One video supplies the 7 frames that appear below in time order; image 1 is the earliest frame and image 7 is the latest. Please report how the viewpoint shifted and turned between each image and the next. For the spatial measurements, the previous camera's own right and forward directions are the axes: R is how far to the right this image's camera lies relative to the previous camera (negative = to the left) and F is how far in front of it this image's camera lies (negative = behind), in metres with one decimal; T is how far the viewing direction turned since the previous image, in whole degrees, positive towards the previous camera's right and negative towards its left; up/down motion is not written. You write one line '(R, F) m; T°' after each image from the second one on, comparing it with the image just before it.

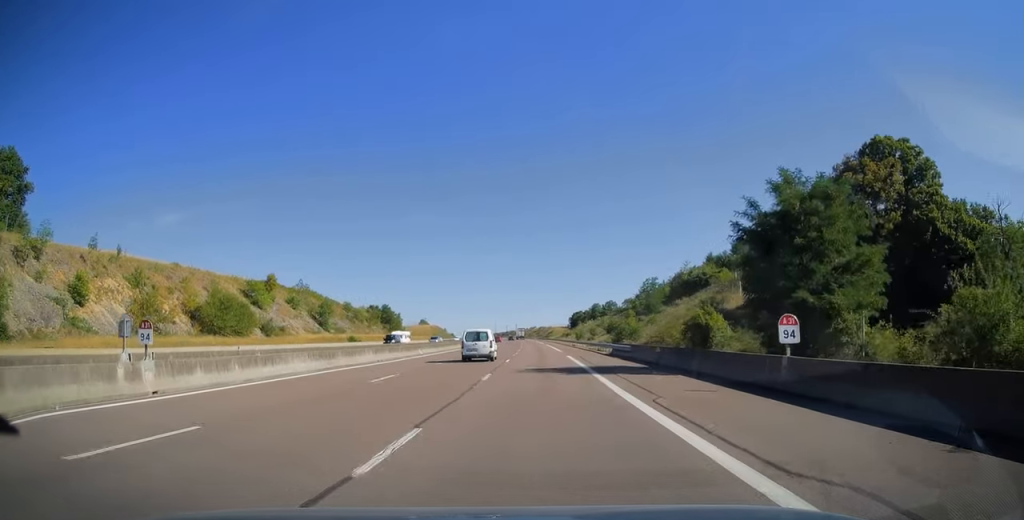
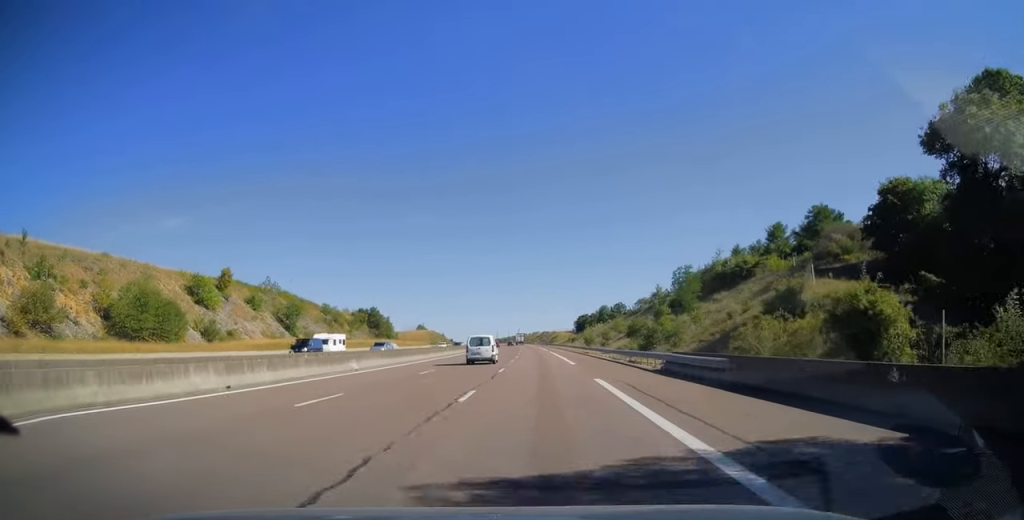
(0.0, +19.0) m; 0°
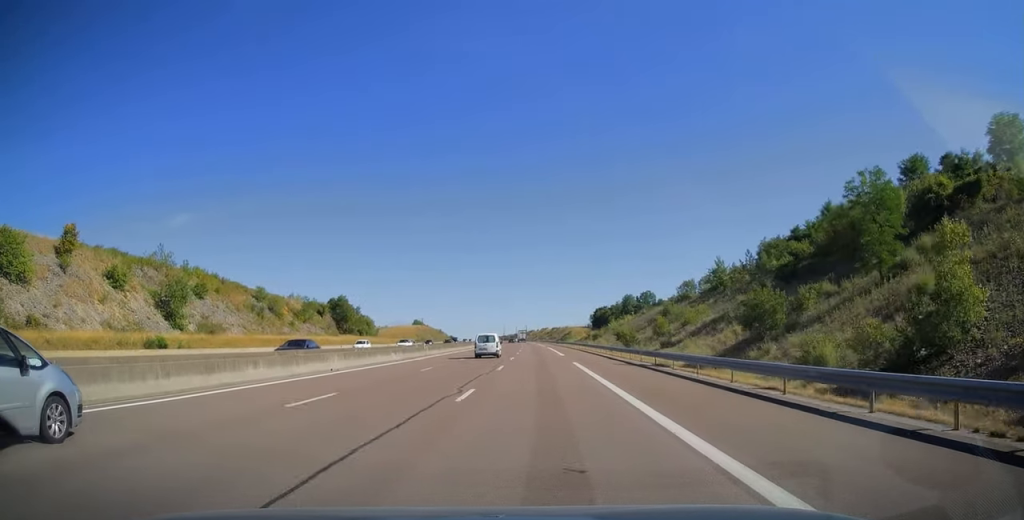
(-0.3, +40.4) m; -1°
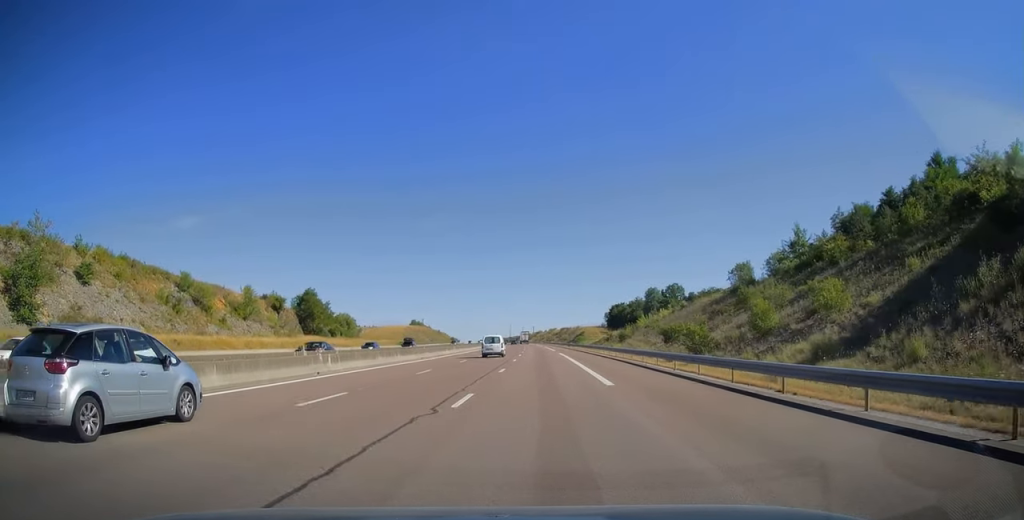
(-0.1, +27.6) m; -1°
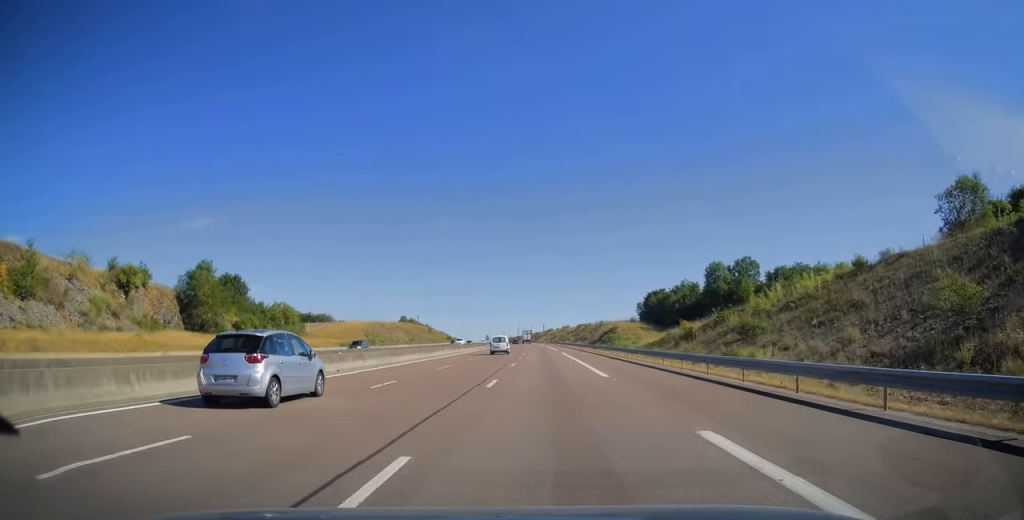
(-0.5, +48.1) m; -1°
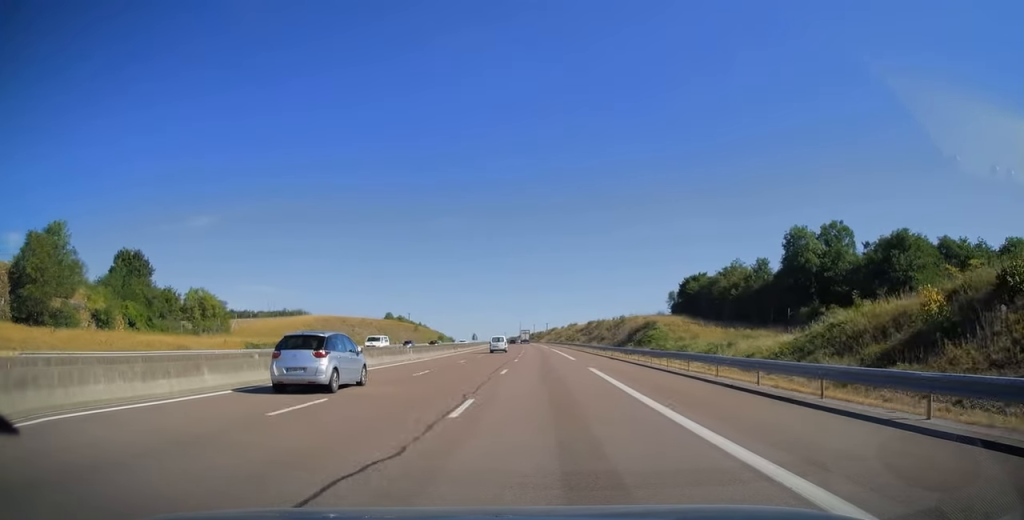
(-0.1, +33.3) m; -1°
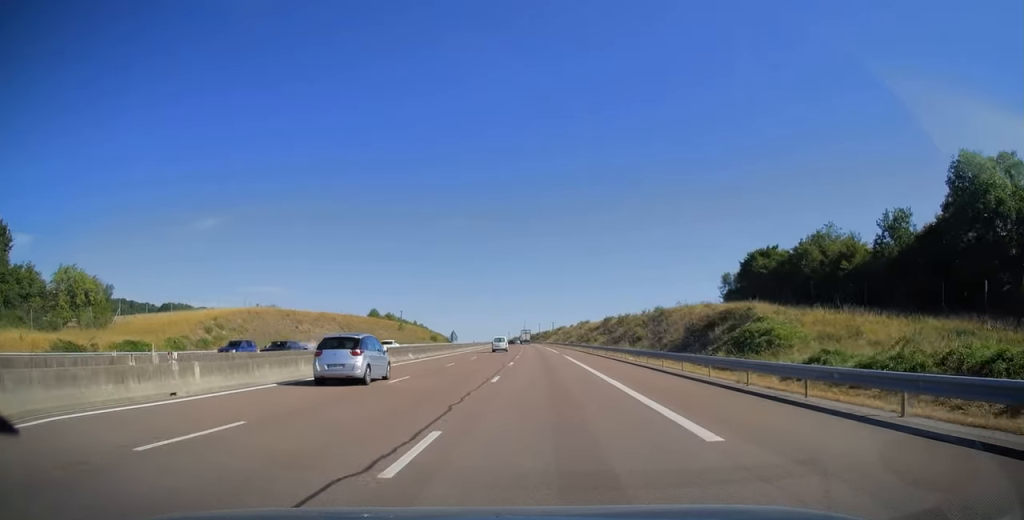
(-0.2, +31.2) m; -1°
